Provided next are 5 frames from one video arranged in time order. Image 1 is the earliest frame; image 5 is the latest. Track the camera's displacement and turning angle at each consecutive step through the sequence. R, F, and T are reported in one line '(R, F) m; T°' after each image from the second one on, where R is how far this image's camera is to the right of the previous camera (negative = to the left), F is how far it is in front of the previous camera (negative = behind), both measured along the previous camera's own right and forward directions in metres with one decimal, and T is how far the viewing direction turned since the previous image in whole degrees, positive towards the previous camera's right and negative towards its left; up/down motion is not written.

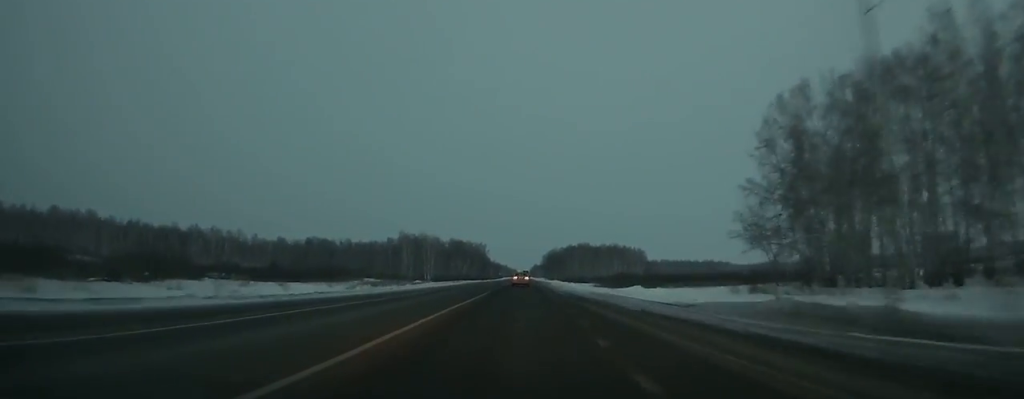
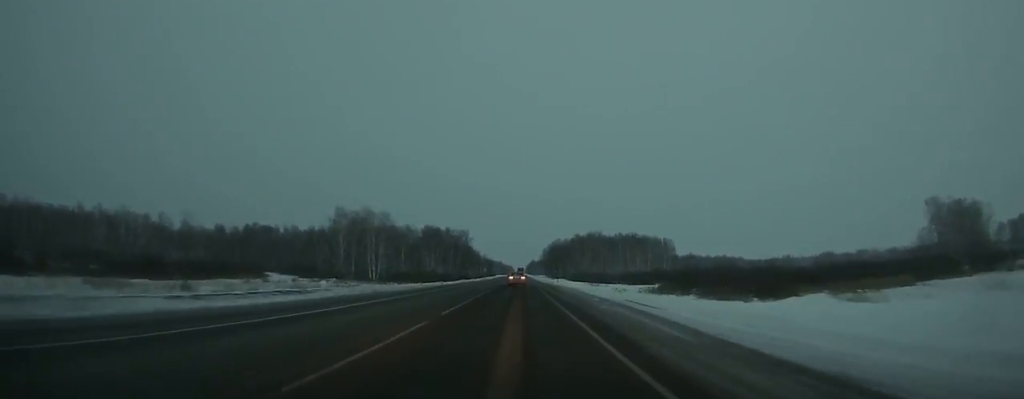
(+0.4, +81.7) m; 0°
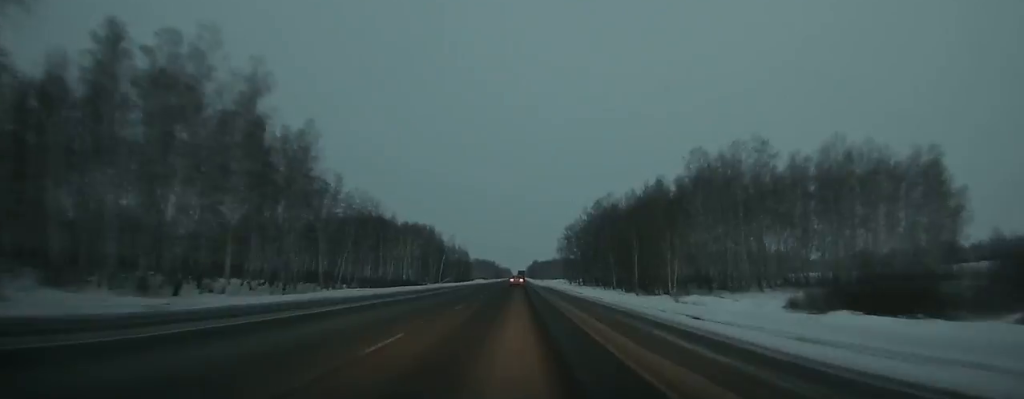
(-0.3, +212.4) m; 0°
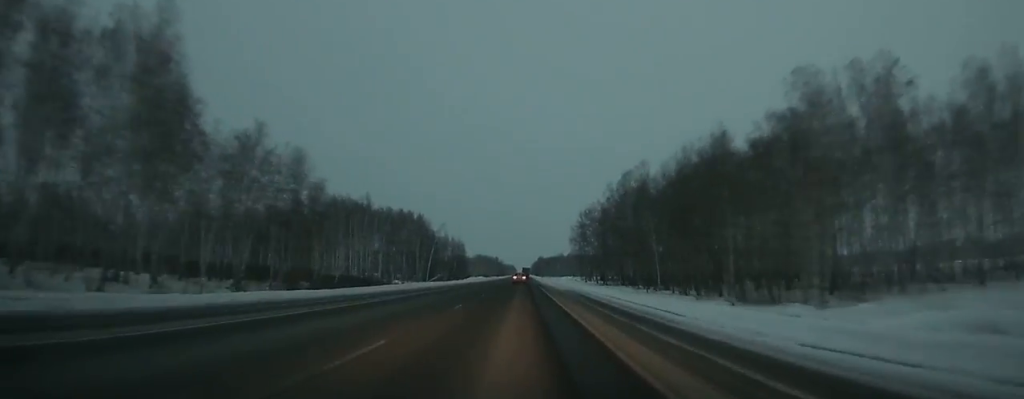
(0.0, +38.0) m; 0°
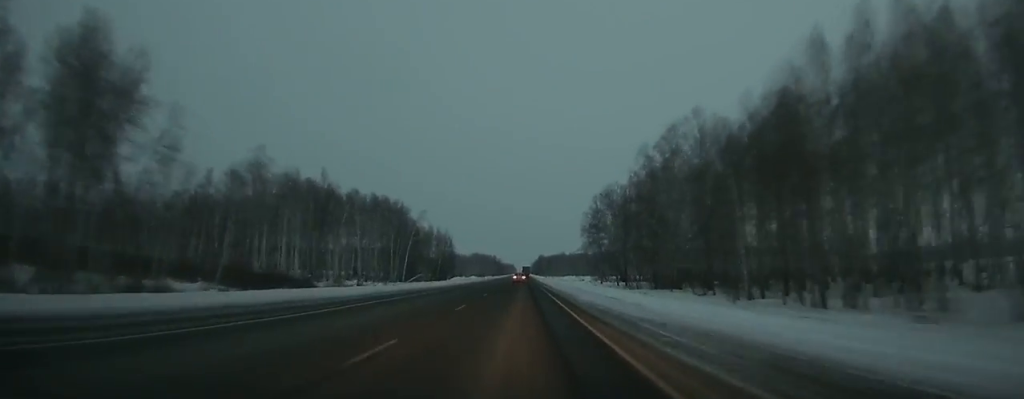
(0.0, +35.4) m; 0°
